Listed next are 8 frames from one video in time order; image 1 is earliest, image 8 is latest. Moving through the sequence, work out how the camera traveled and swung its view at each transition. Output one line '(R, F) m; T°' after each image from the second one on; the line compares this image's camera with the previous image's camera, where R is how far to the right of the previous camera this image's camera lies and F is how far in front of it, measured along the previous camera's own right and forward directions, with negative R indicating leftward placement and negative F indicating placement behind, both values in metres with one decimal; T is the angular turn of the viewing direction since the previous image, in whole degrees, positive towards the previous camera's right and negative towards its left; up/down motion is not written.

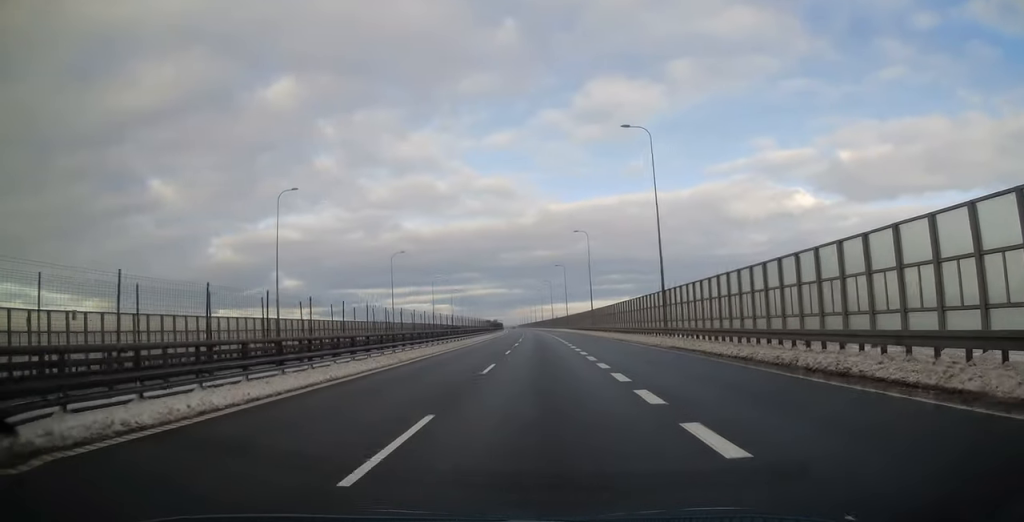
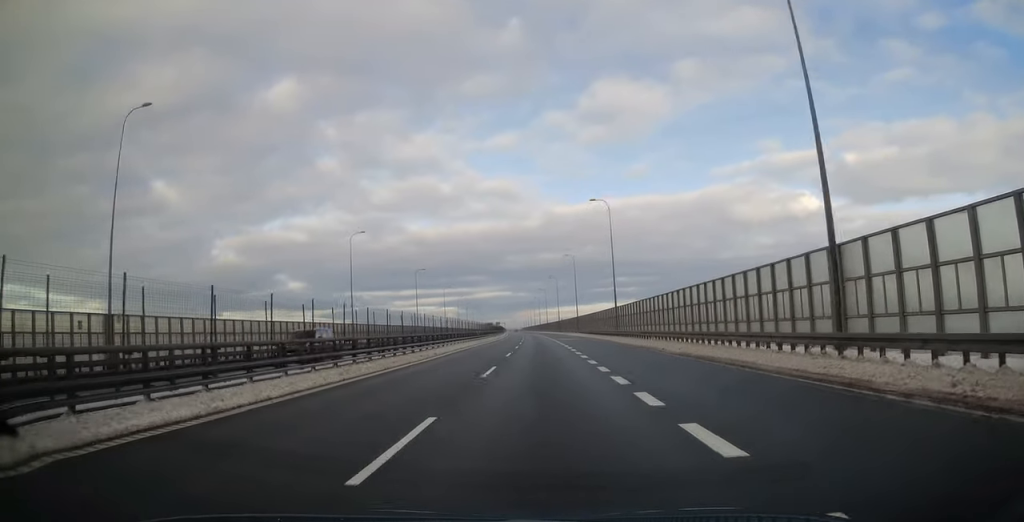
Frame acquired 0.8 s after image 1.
(-0.1, +23.8) m; 0°
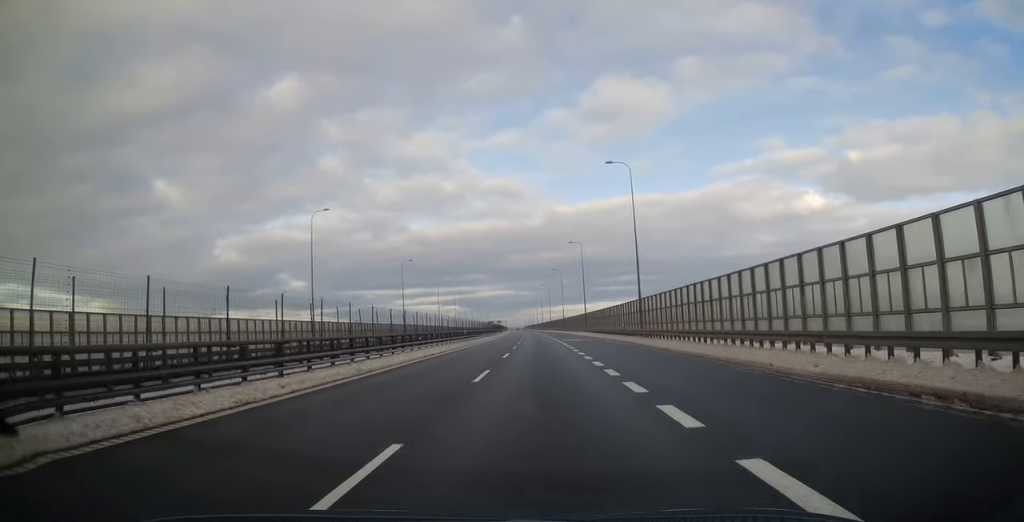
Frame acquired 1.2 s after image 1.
(0.0, +14.3) m; 0°
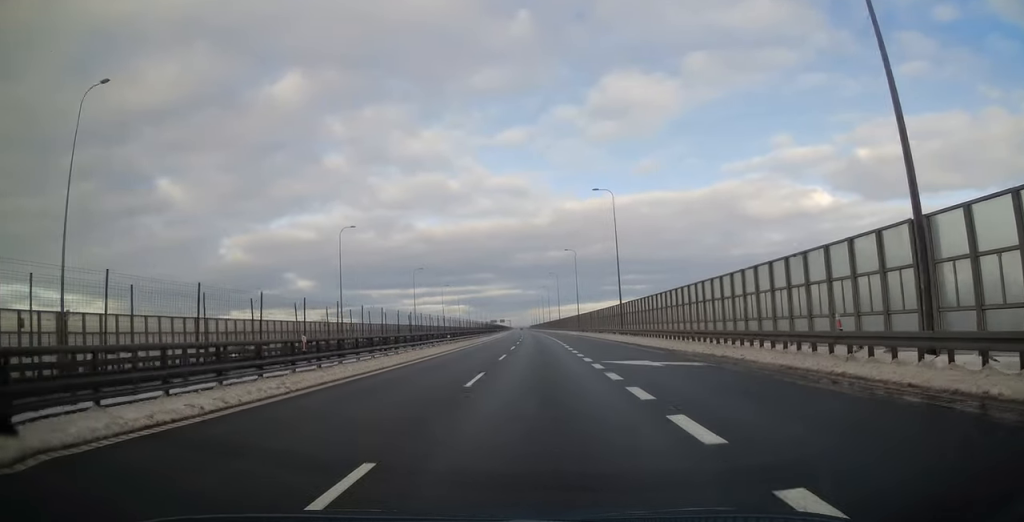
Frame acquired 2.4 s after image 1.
(-0.3, +37.1) m; -1°
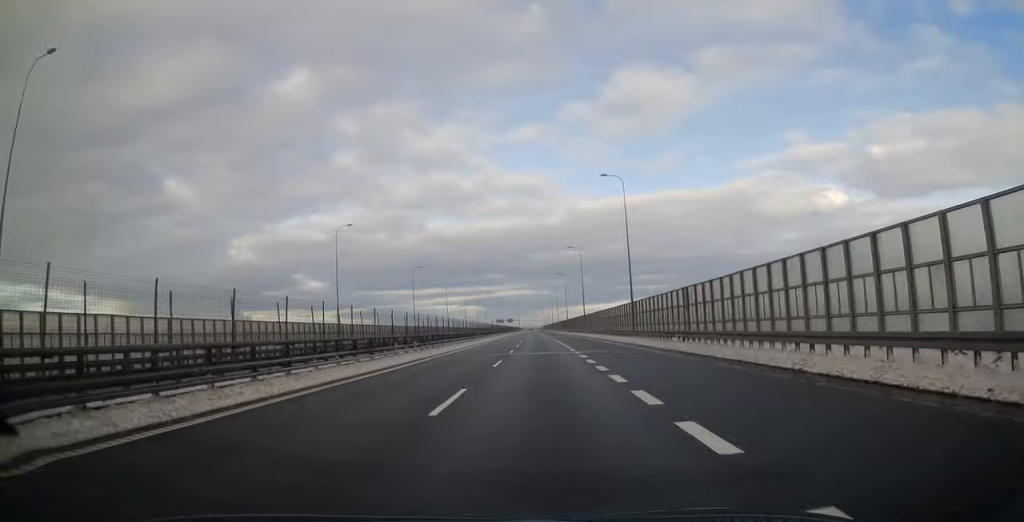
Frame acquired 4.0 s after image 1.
(-0.6, +52.6) m; -1°
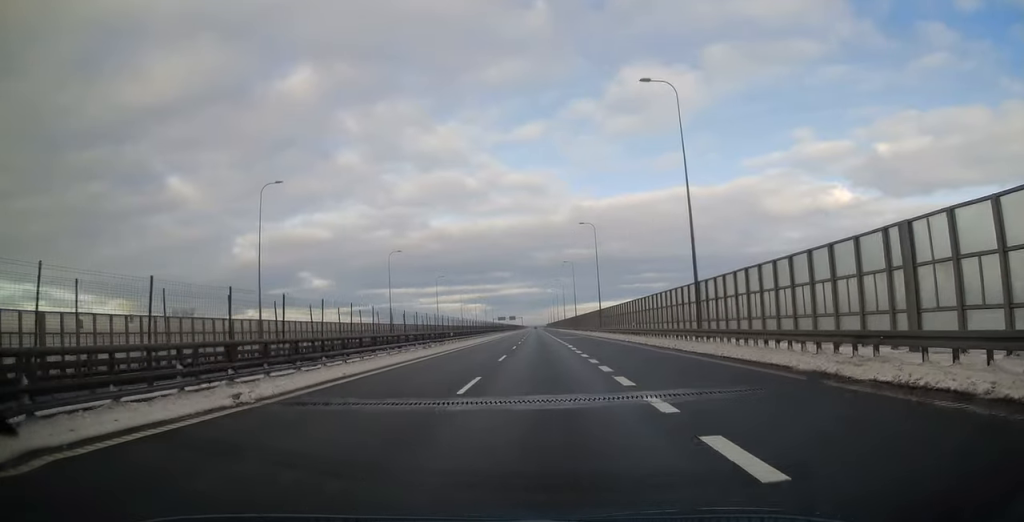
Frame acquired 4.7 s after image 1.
(-0.1, +21.2) m; 0°
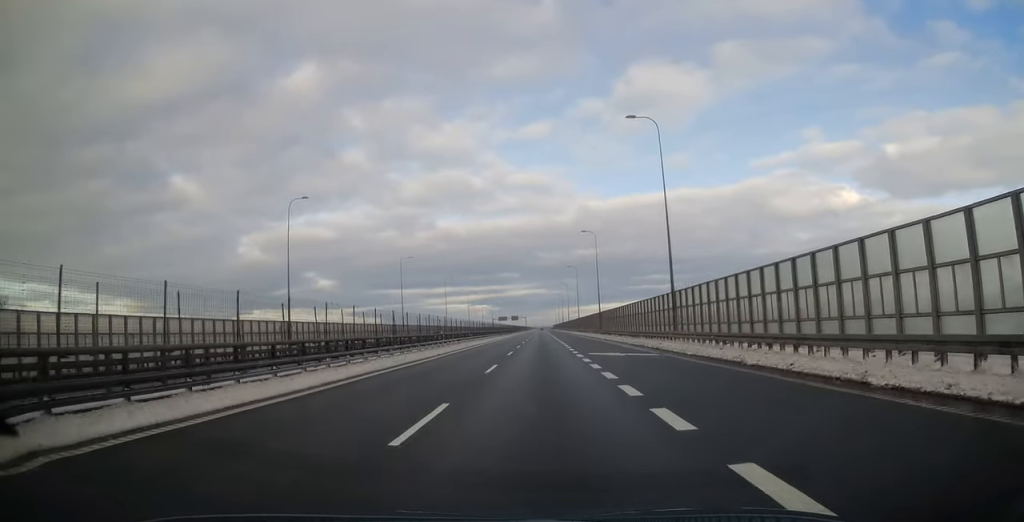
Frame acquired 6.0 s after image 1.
(-0.2, +41.3) m; 0°
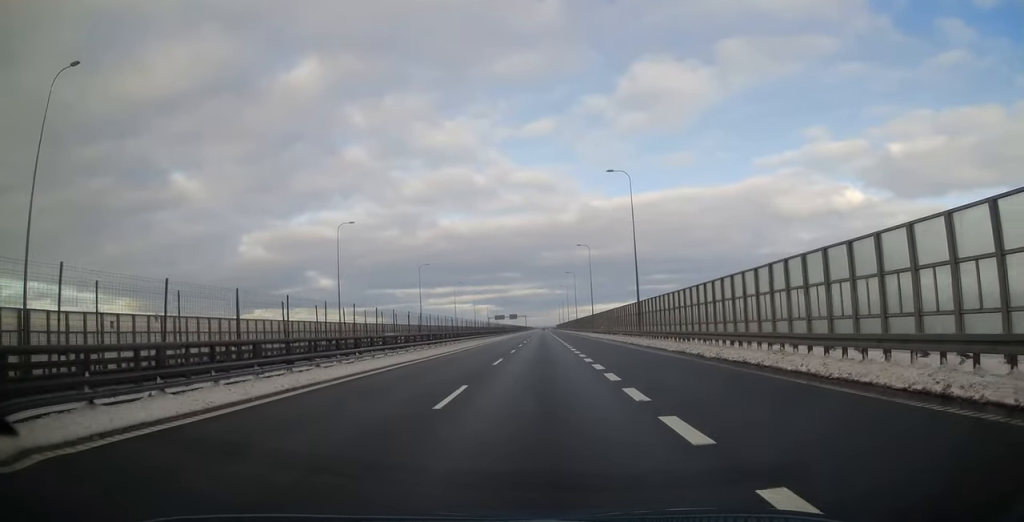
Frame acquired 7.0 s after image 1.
(-0.1, +32.9) m; -1°
